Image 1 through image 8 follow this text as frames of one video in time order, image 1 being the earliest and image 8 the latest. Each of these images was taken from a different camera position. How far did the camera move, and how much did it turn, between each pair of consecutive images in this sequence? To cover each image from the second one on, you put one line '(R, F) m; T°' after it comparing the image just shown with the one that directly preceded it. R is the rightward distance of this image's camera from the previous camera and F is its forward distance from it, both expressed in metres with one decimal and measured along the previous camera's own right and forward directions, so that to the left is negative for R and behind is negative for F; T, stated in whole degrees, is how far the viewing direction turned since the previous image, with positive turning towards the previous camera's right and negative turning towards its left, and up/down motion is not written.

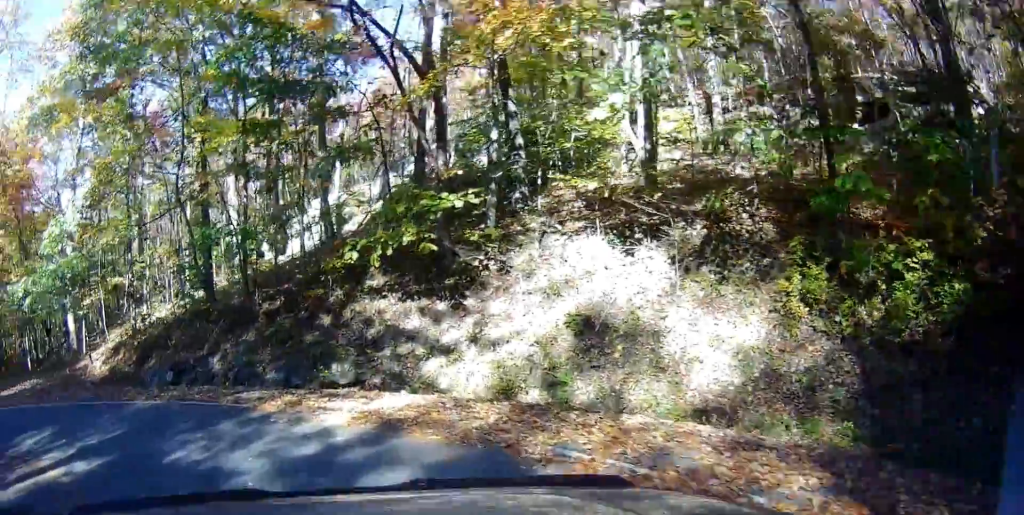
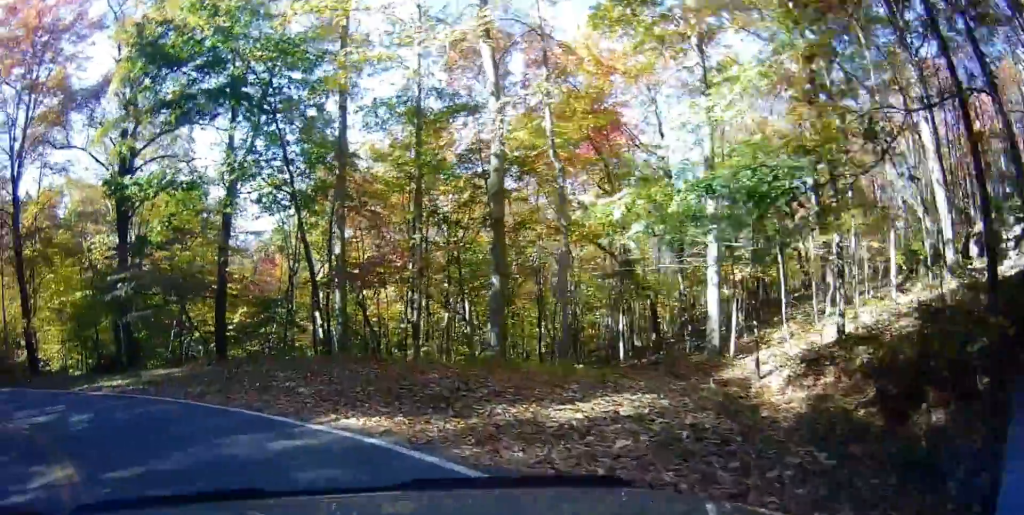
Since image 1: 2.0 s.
(-5.4, +8.1) m; -61°
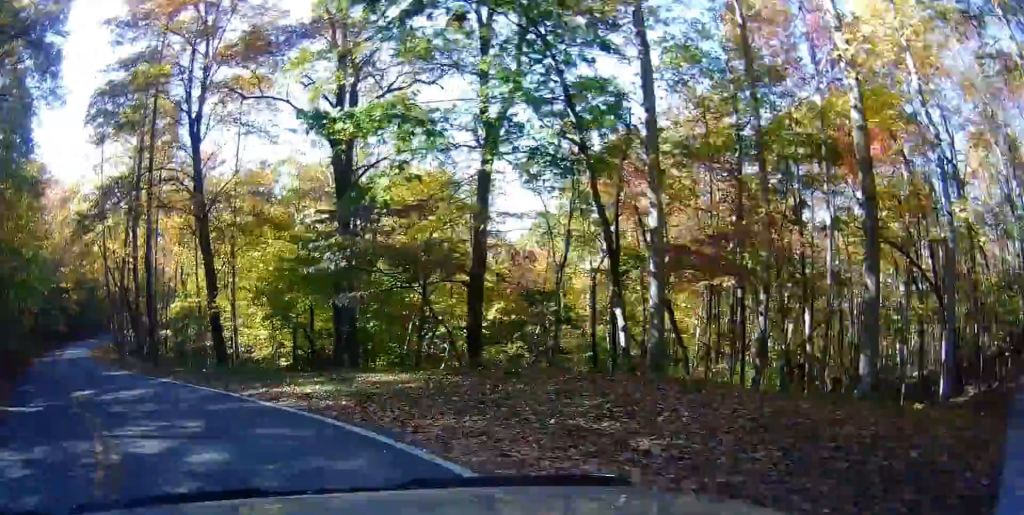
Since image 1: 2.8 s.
(-0.6, +4.5) m; -20°
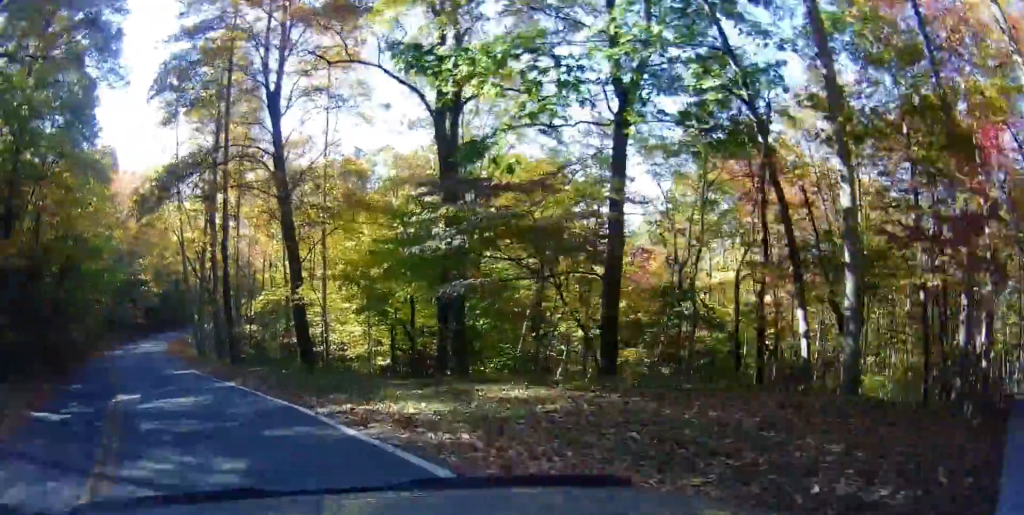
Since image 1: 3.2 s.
(+0.5, +2.5) m; -12°
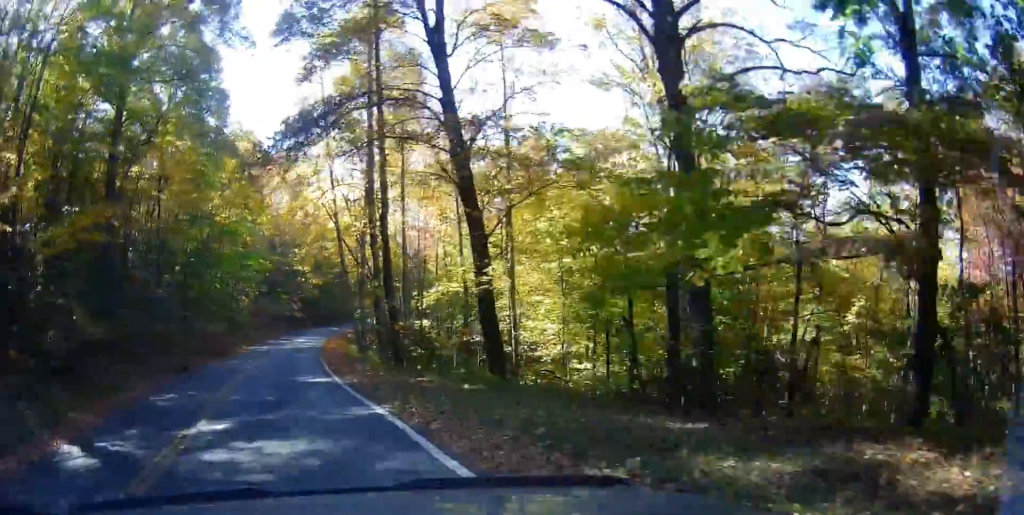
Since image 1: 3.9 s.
(-1.6, +4.4) m; -13°
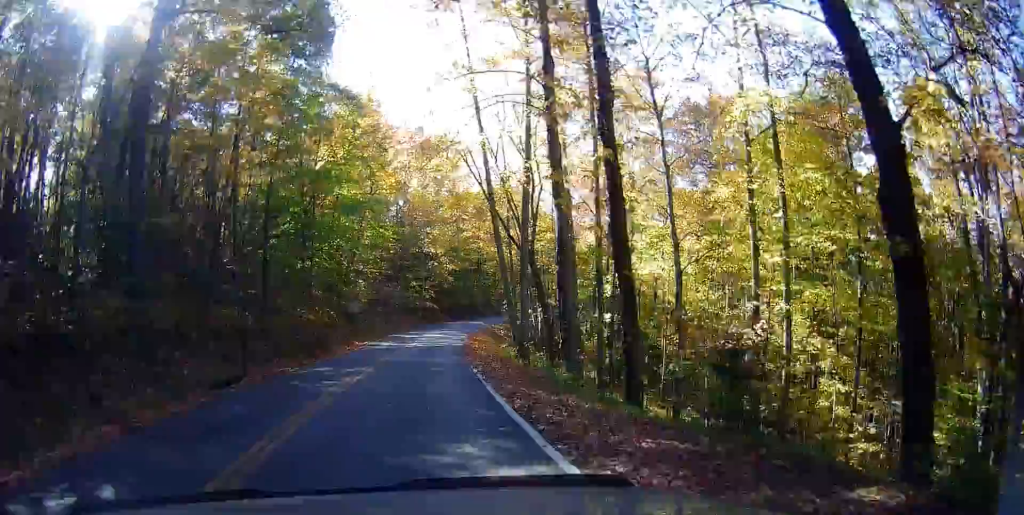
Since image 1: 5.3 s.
(-0.6, +8.9) m; -1°
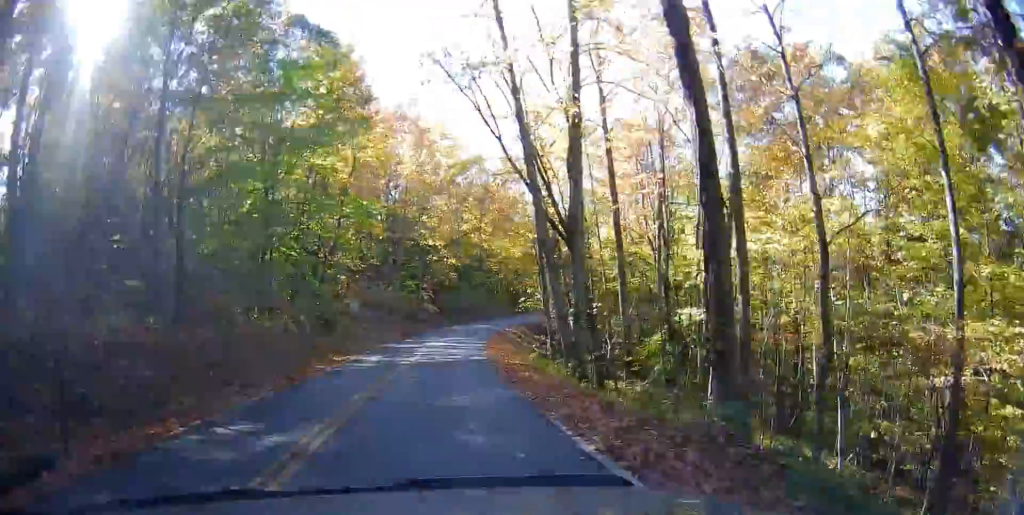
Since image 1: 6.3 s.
(+0.1, +6.8) m; 0°
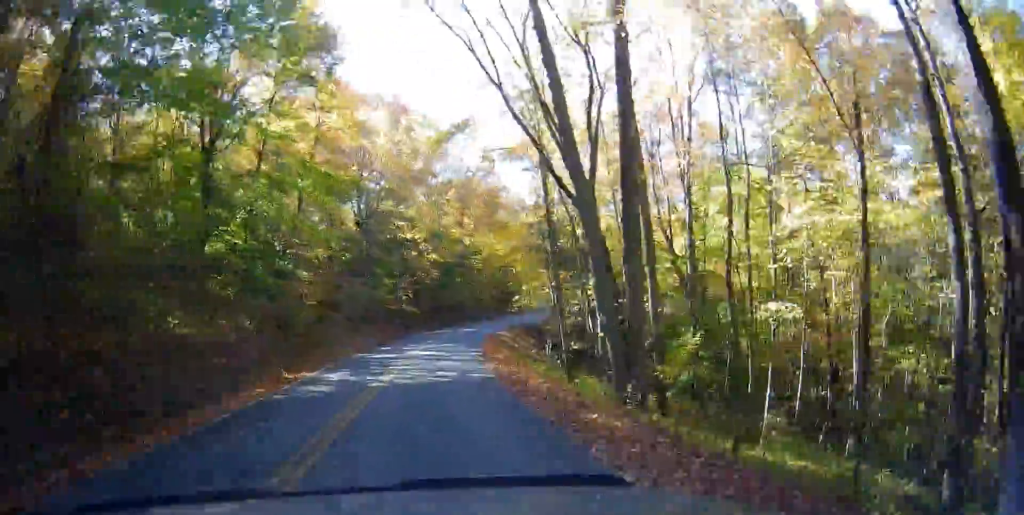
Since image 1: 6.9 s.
(0.0, +4.0) m; 0°
